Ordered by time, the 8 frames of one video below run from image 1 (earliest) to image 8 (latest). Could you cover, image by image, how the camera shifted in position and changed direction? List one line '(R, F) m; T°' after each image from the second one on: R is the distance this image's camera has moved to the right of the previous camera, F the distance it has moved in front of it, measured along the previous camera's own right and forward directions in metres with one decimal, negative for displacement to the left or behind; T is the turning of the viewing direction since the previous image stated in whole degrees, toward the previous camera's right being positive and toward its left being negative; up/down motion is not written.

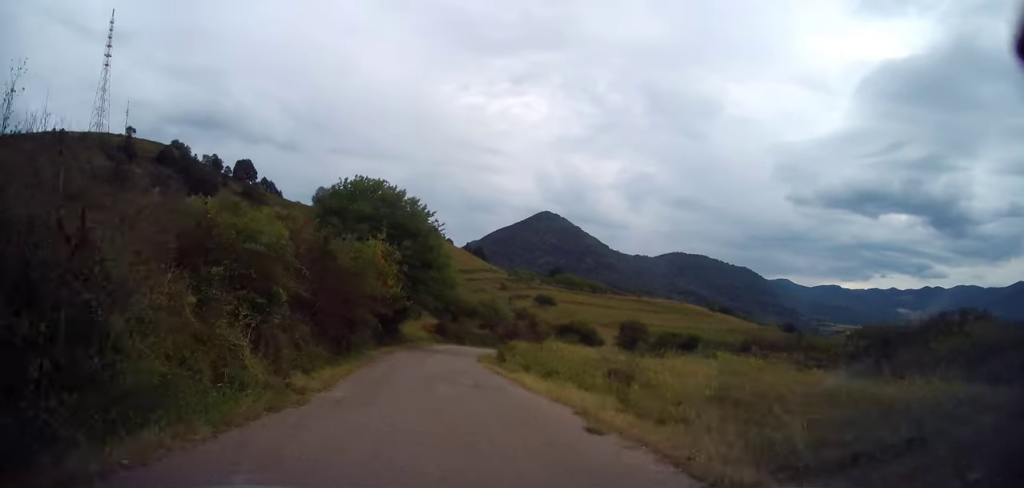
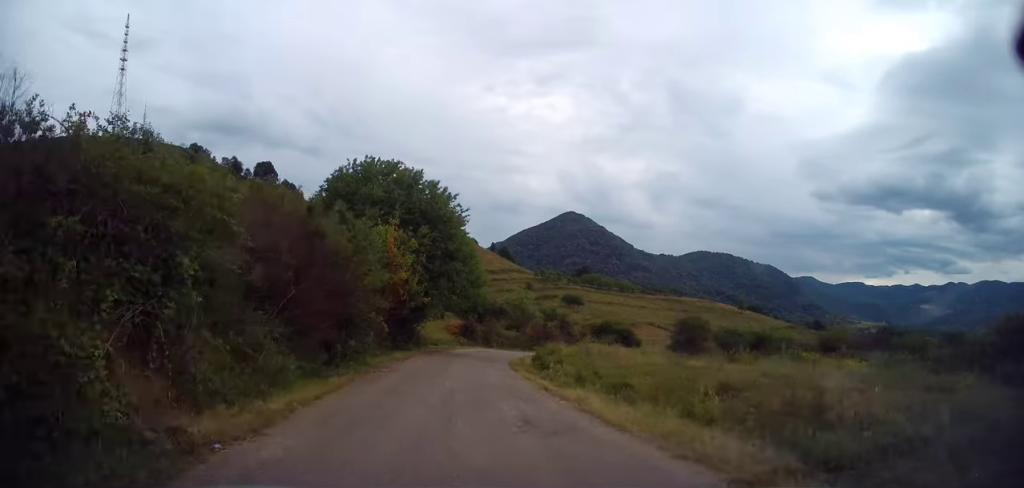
(-0.2, +5.0) m; -5°
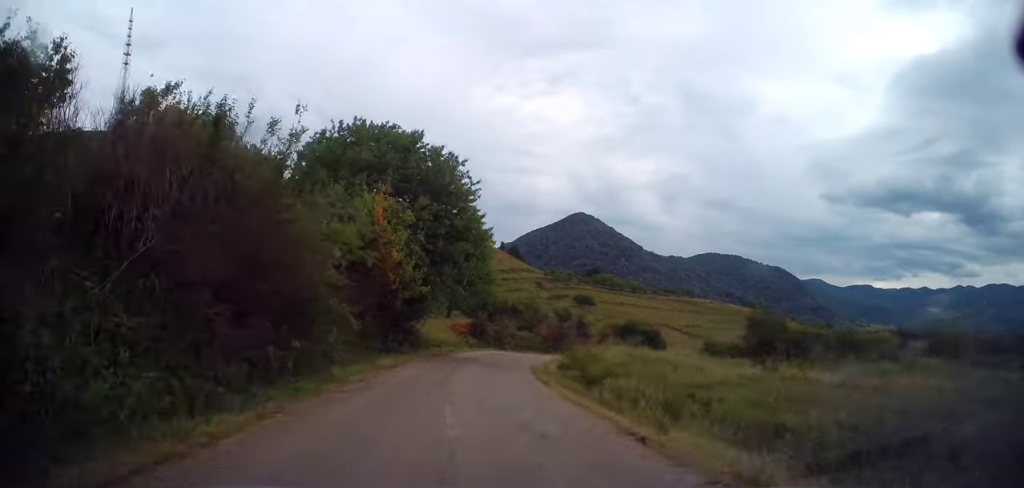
(-0.3, +6.3) m; 0°
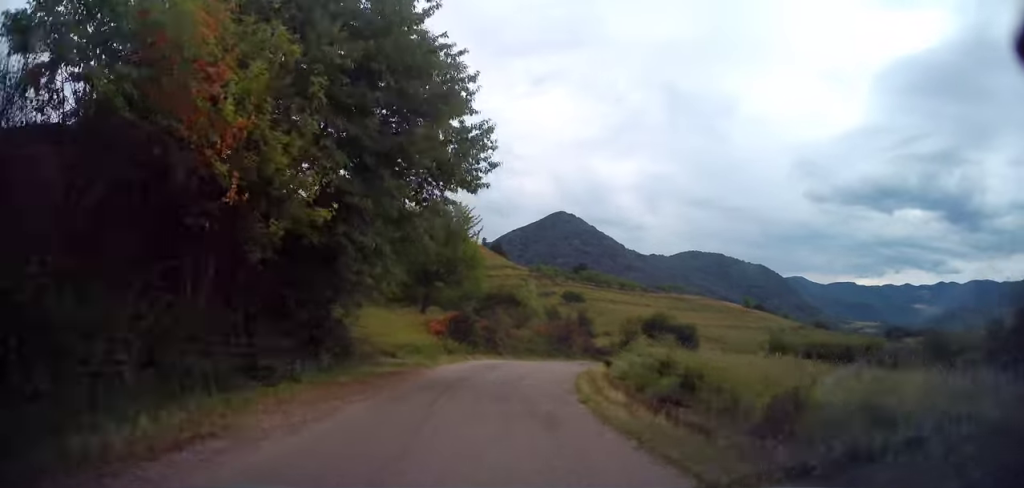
(+0.2, +13.1) m; +3°
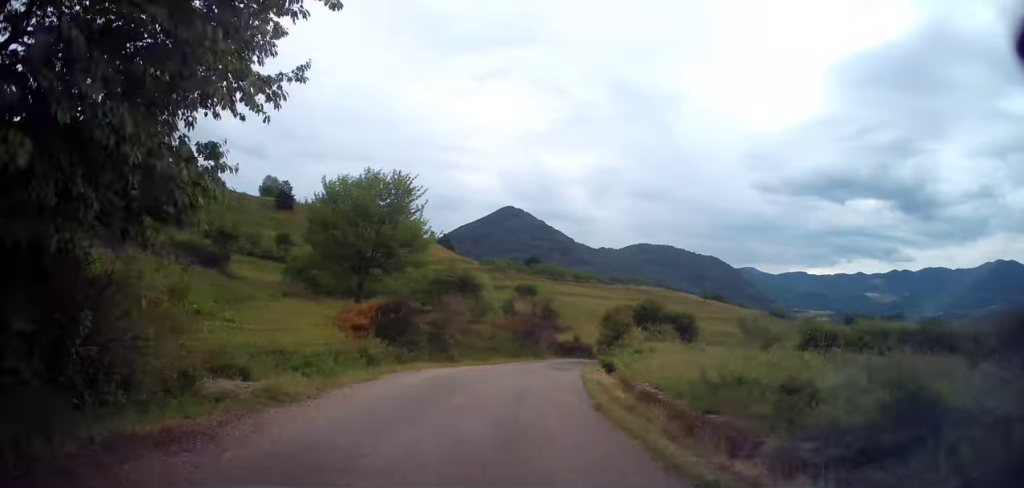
(+0.2, +8.9) m; +4°
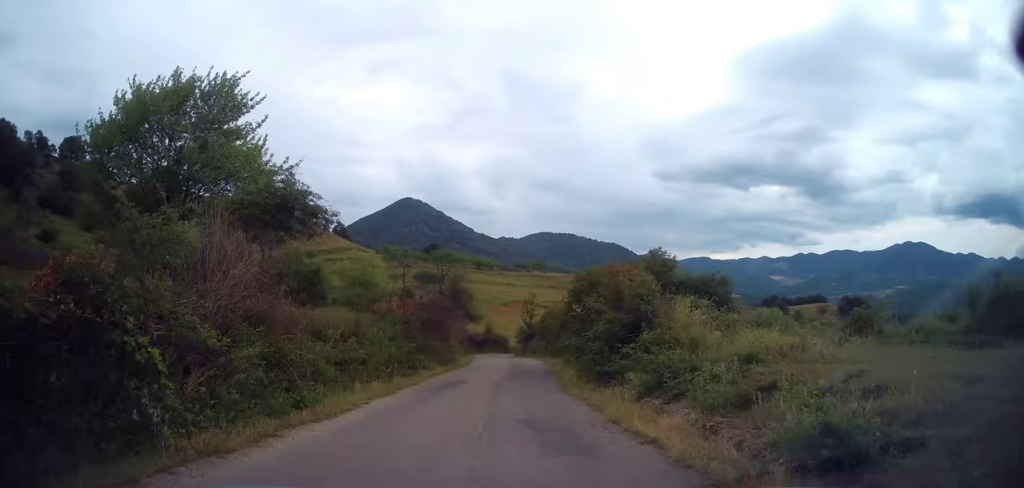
(+1.1, +16.3) m; +9°
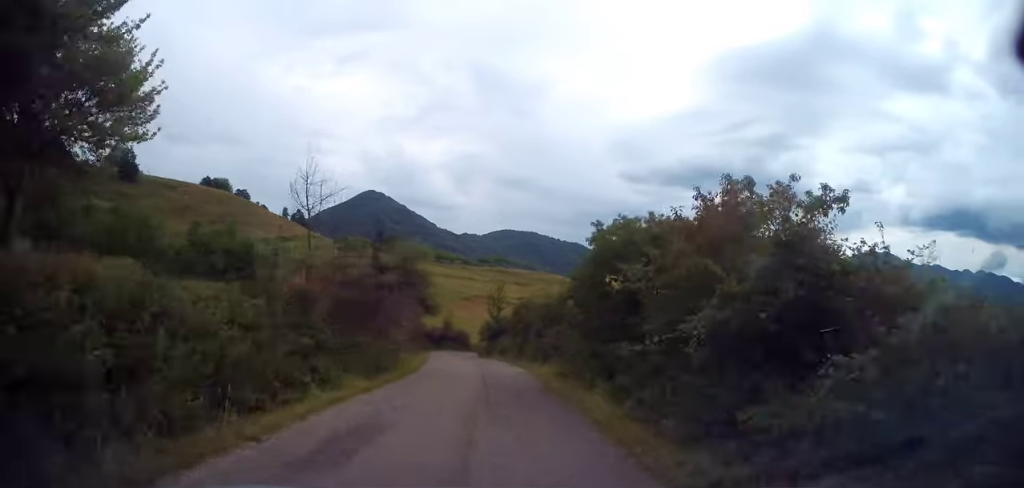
(+0.4, +8.7) m; +3°
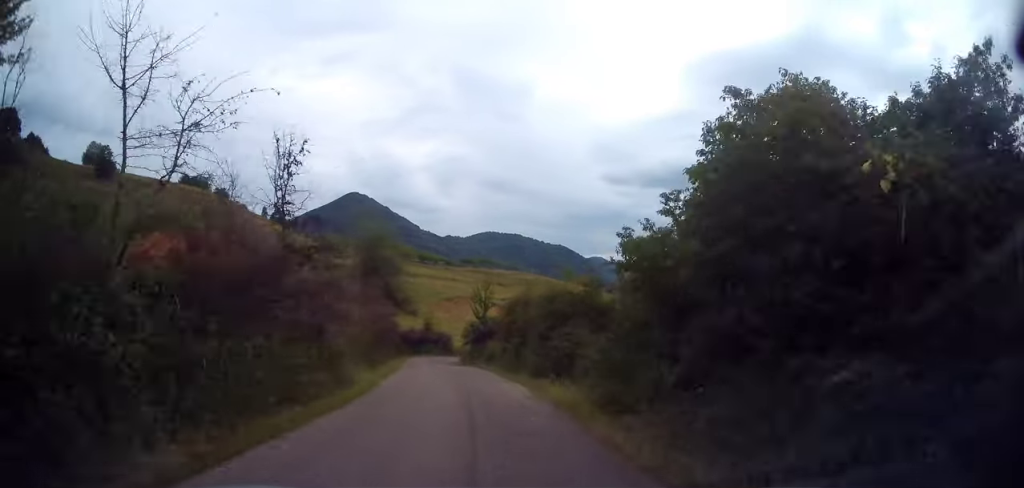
(+0.1, +7.1) m; +2°
